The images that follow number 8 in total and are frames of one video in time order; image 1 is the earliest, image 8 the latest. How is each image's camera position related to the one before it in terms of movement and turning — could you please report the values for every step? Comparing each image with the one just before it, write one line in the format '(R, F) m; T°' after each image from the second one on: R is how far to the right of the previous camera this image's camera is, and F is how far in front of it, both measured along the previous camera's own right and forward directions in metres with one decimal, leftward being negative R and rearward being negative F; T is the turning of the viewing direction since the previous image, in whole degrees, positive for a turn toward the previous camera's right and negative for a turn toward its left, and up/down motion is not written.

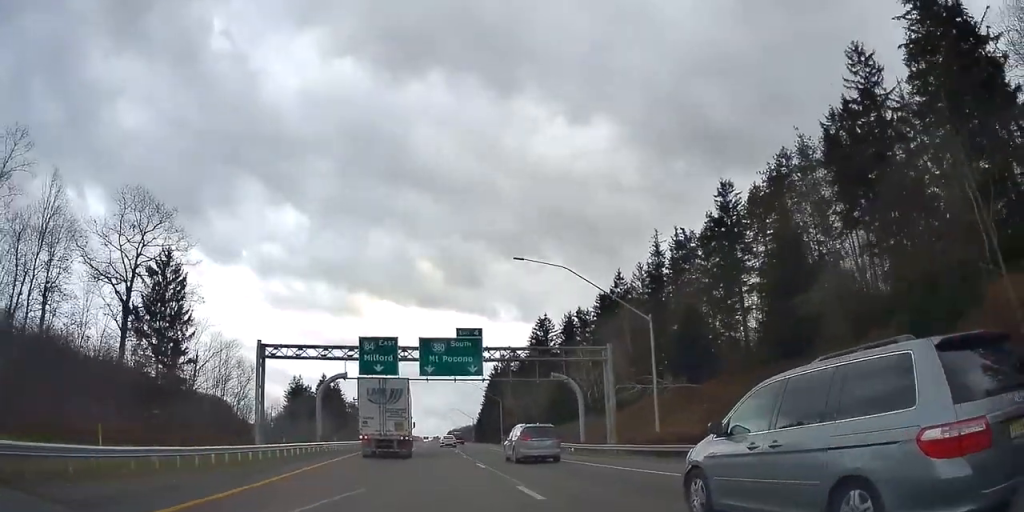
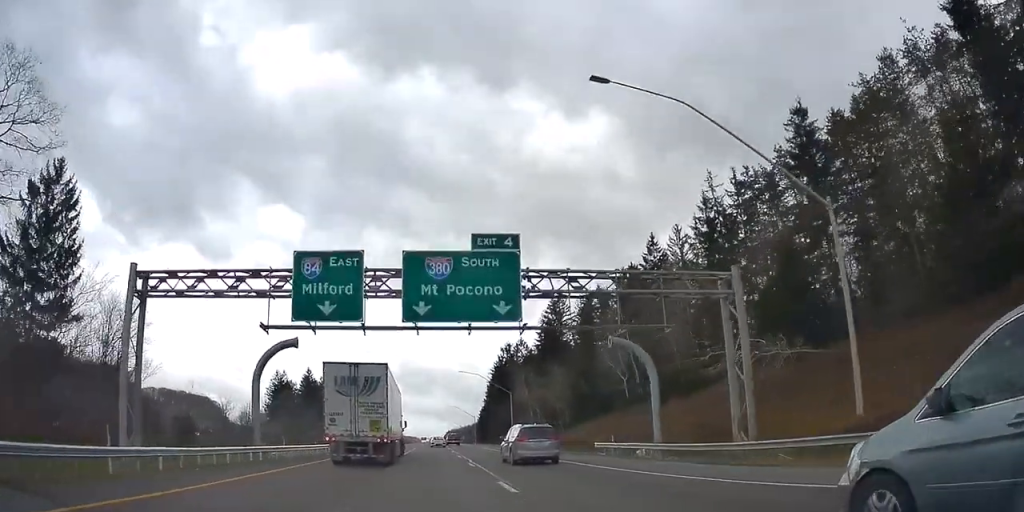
(+0.2, +21.8) m; 0°
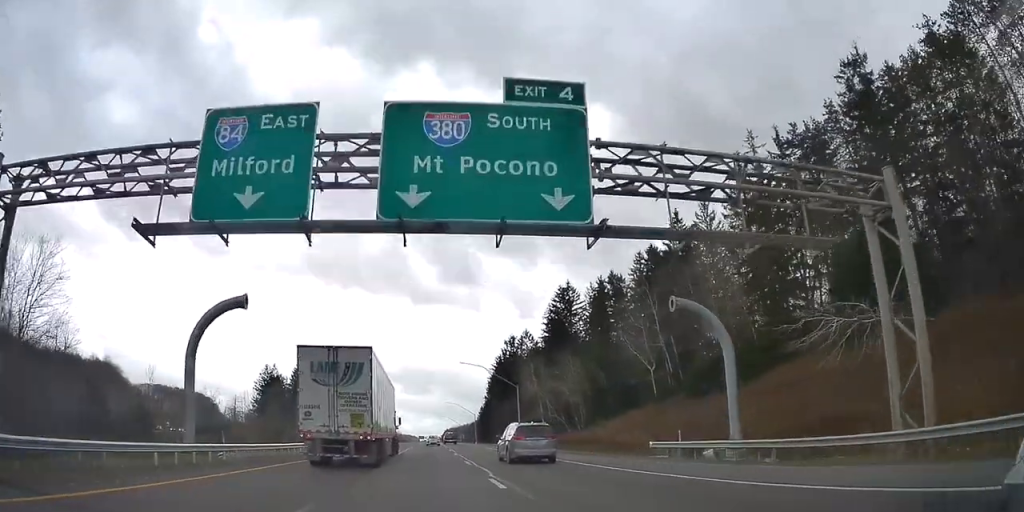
(+0.1, +11.1) m; 0°
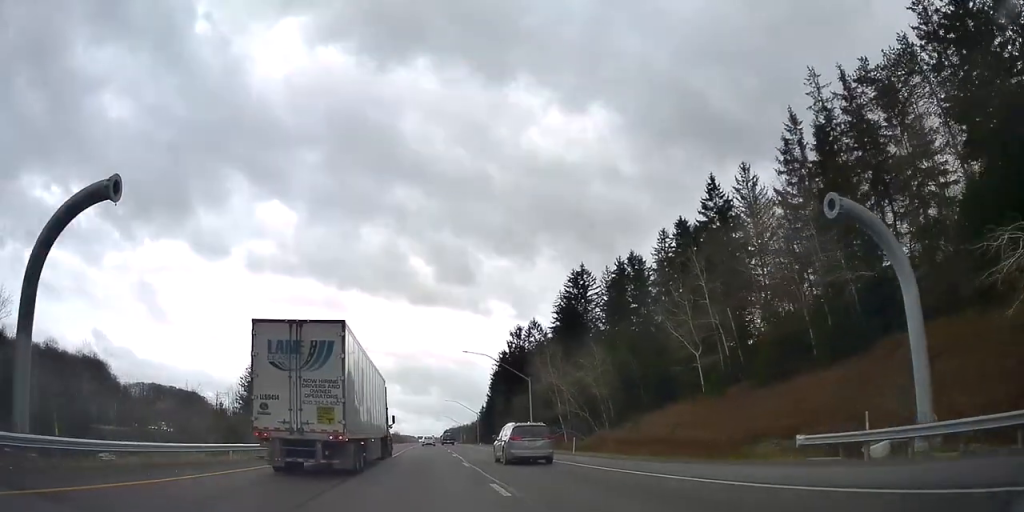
(-0.2, +13.3) m; 0°
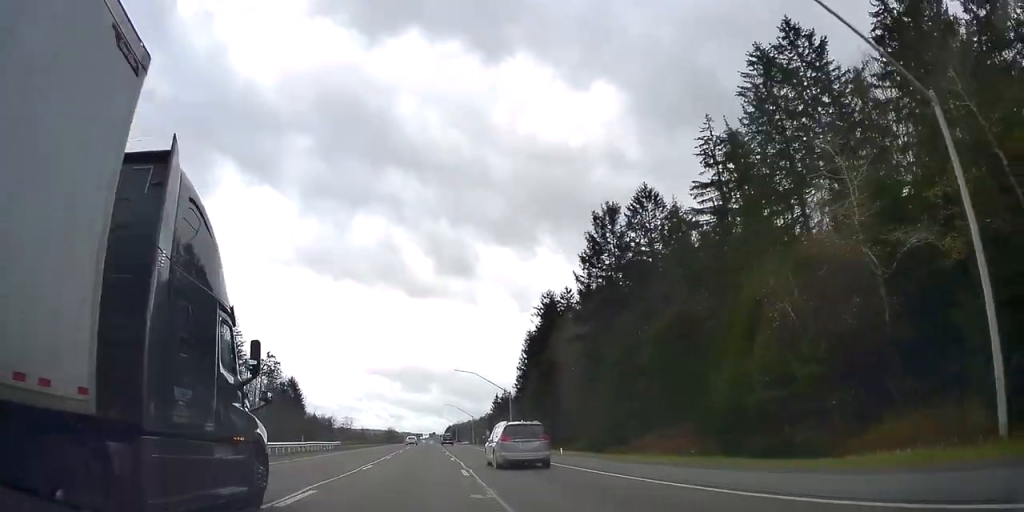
(+0.8, +74.4) m; 0°
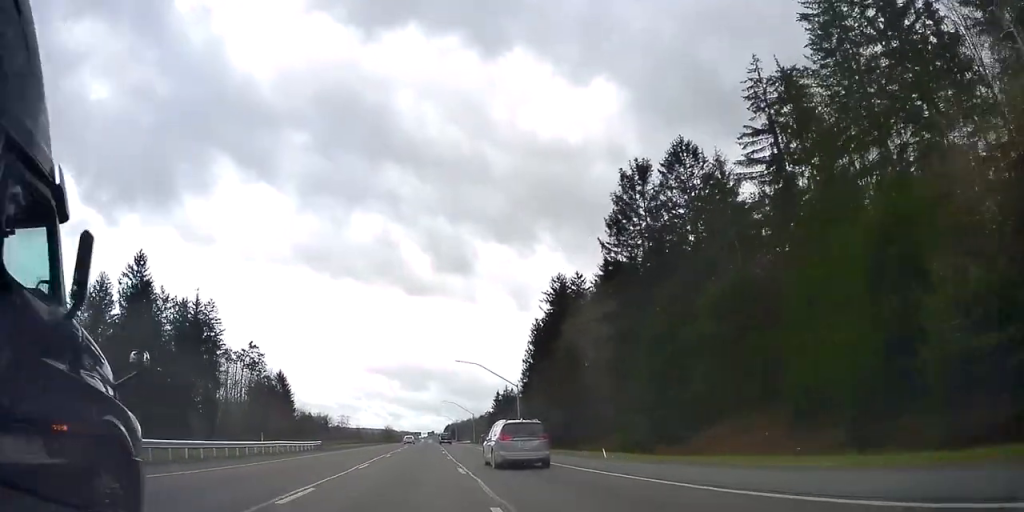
(+0.2, +11.2) m; -1°
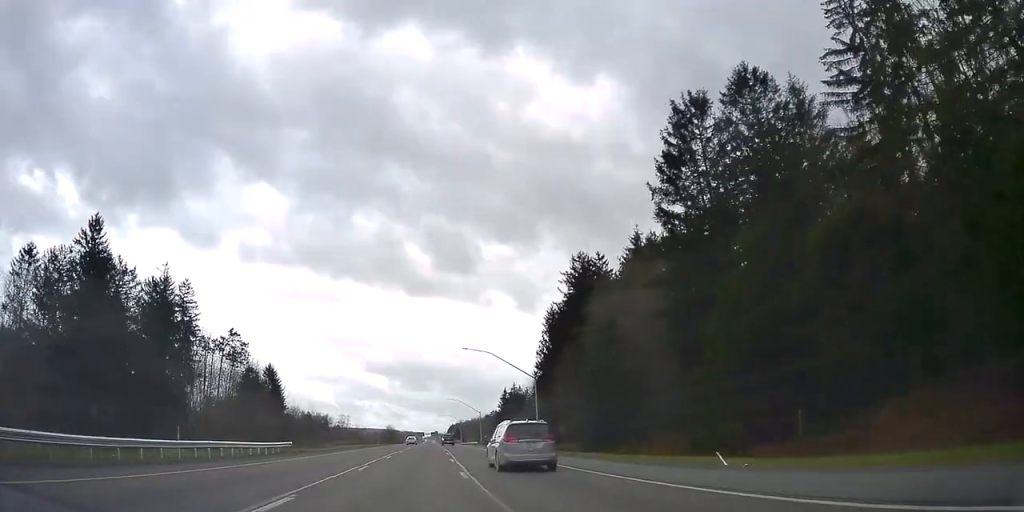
(-0.3, +13.4) m; 0°
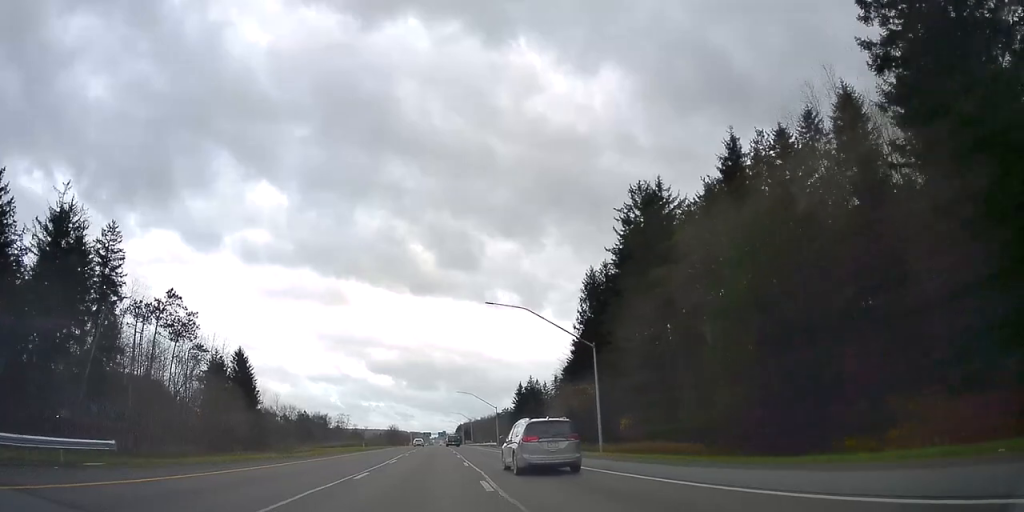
(-0.2, +27.1) m; 0°
